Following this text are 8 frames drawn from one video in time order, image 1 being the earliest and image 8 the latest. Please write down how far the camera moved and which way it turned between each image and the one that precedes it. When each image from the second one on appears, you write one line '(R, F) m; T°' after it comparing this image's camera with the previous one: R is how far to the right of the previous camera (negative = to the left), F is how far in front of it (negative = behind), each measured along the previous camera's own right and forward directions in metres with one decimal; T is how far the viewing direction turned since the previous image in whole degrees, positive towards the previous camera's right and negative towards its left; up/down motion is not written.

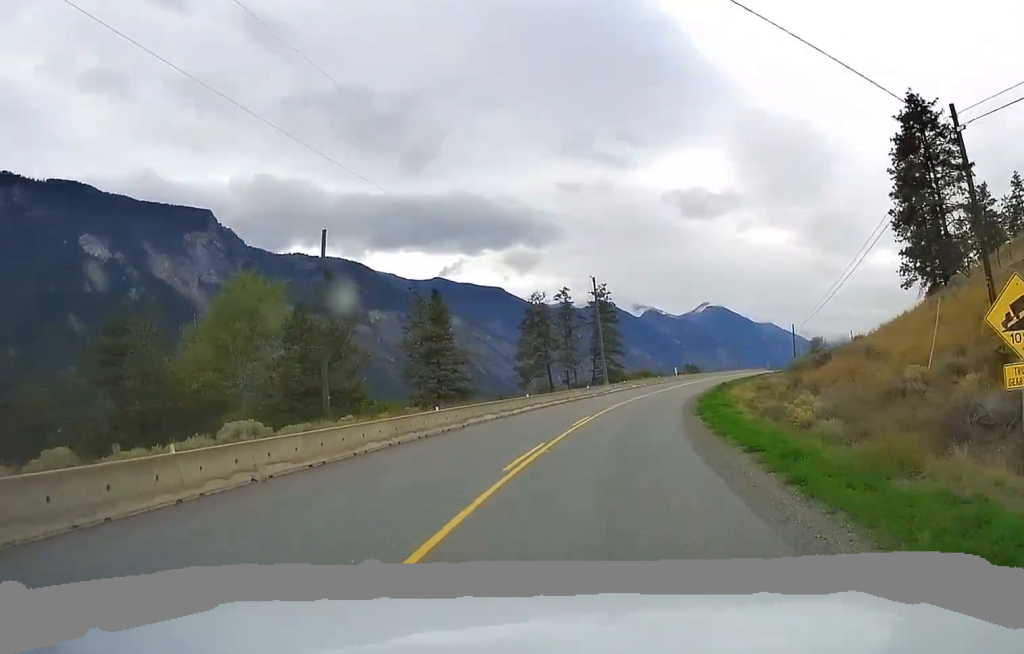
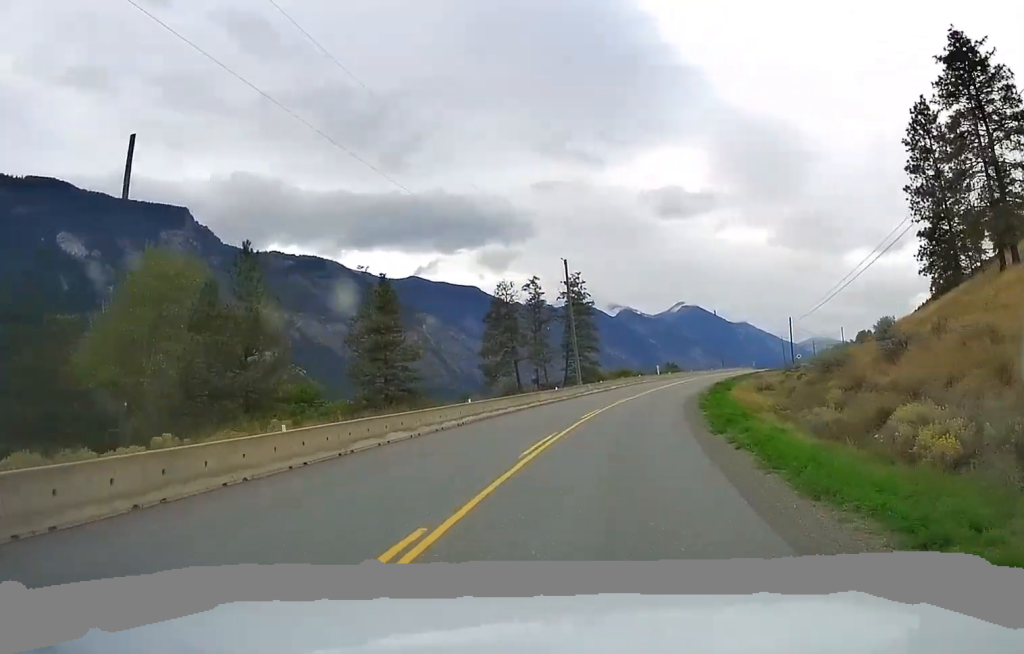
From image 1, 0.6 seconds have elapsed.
(+0.4, +11.0) m; +2°
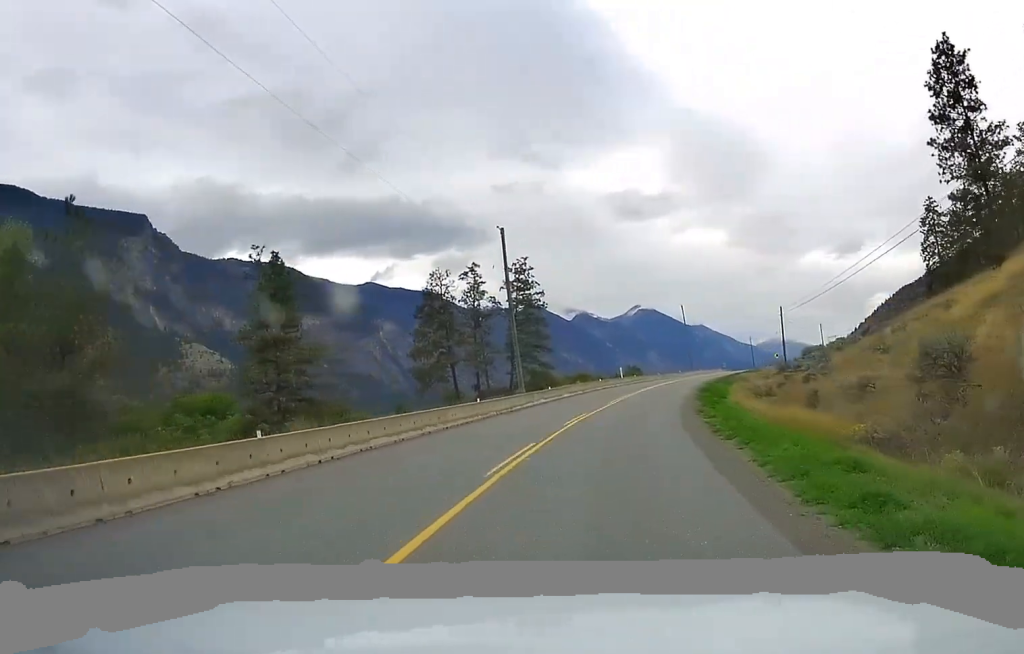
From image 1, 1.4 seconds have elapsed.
(+0.2, +15.5) m; +1°
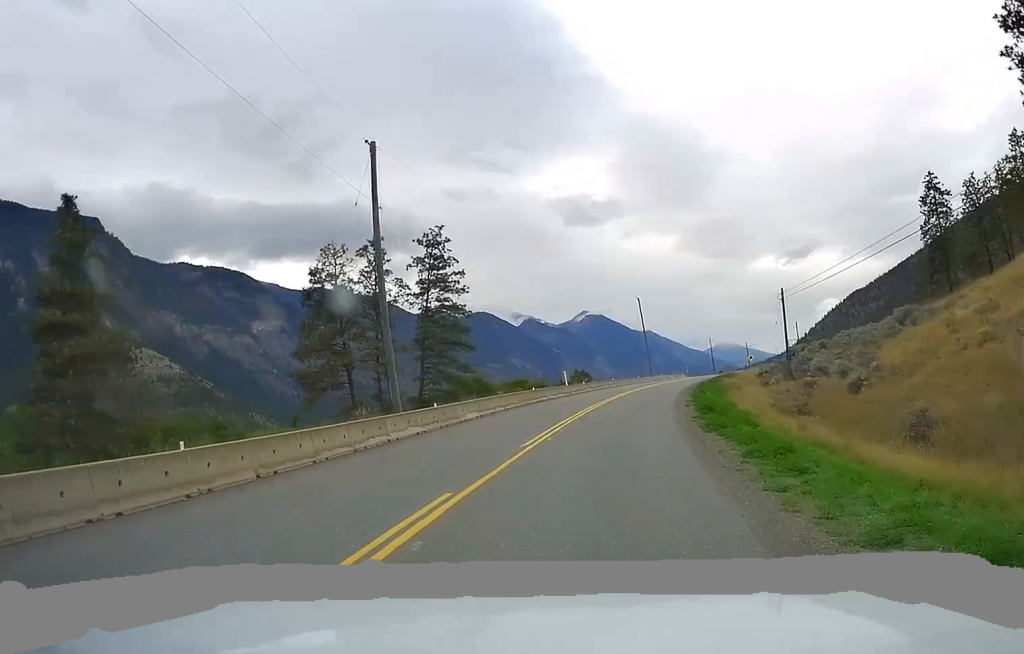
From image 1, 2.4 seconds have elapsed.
(+0.1, +19.5) m; +3°
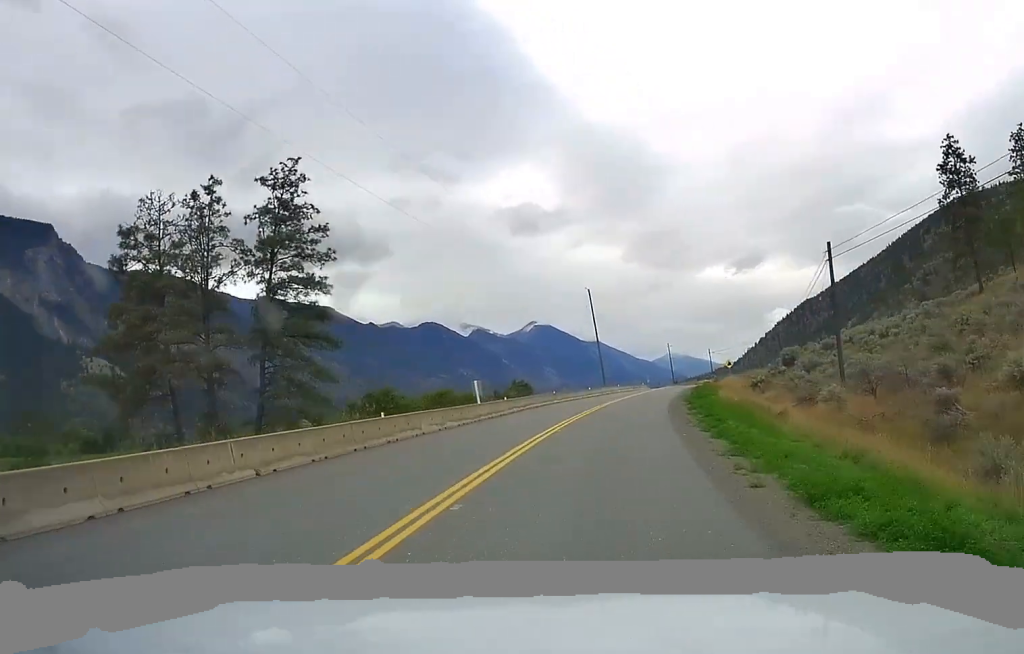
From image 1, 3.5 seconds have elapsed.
(+1.1, +21.8) m; +5°
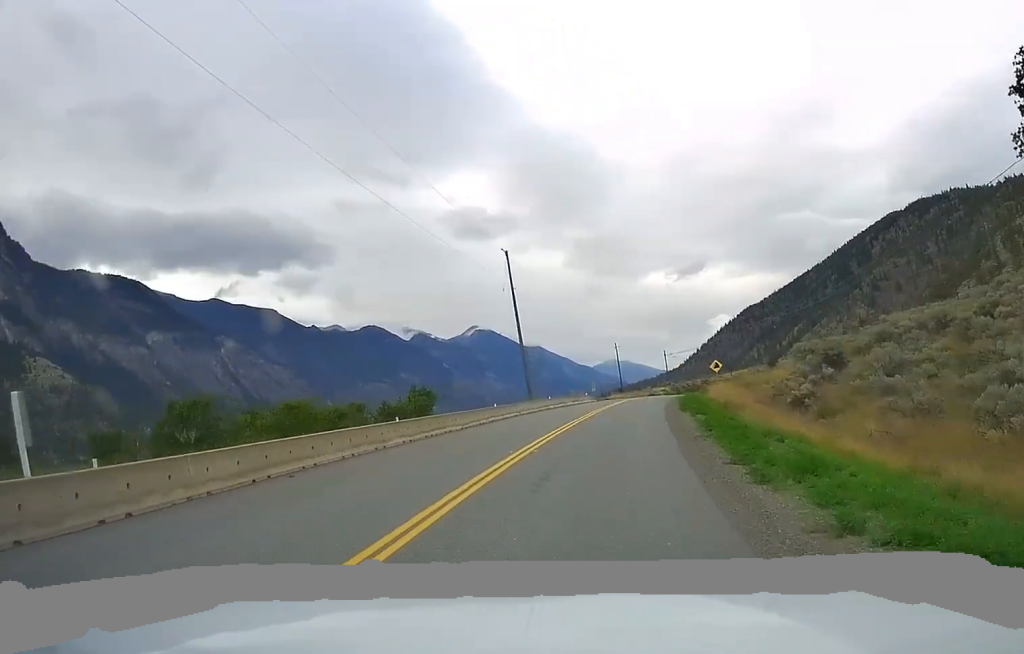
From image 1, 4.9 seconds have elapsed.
(+1.4, +28.8) m; +5°
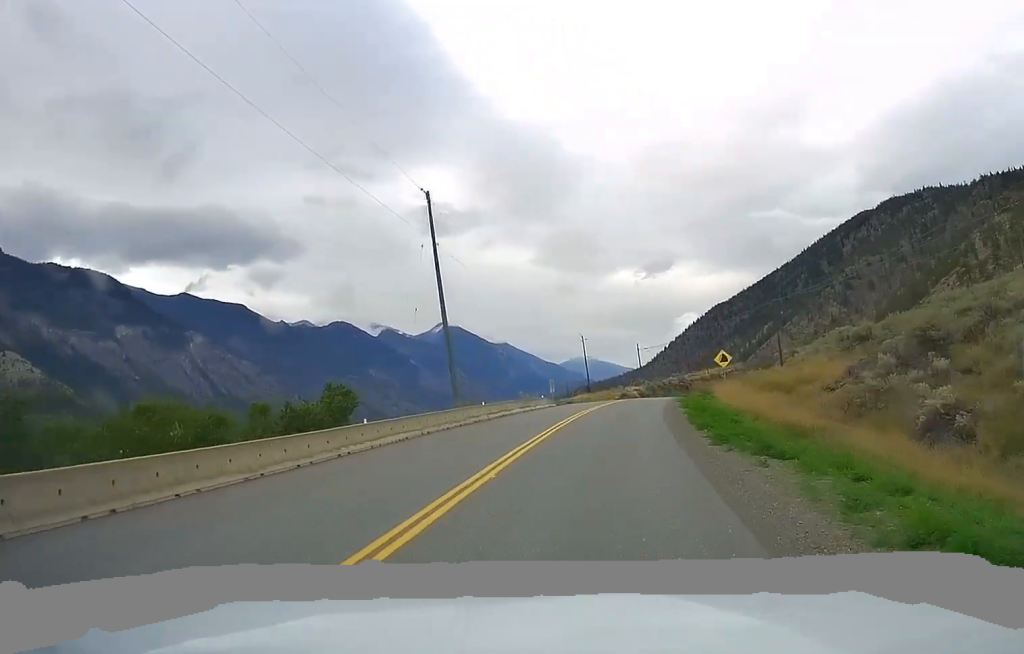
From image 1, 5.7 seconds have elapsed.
(+0.6, +17.0) m; +2°
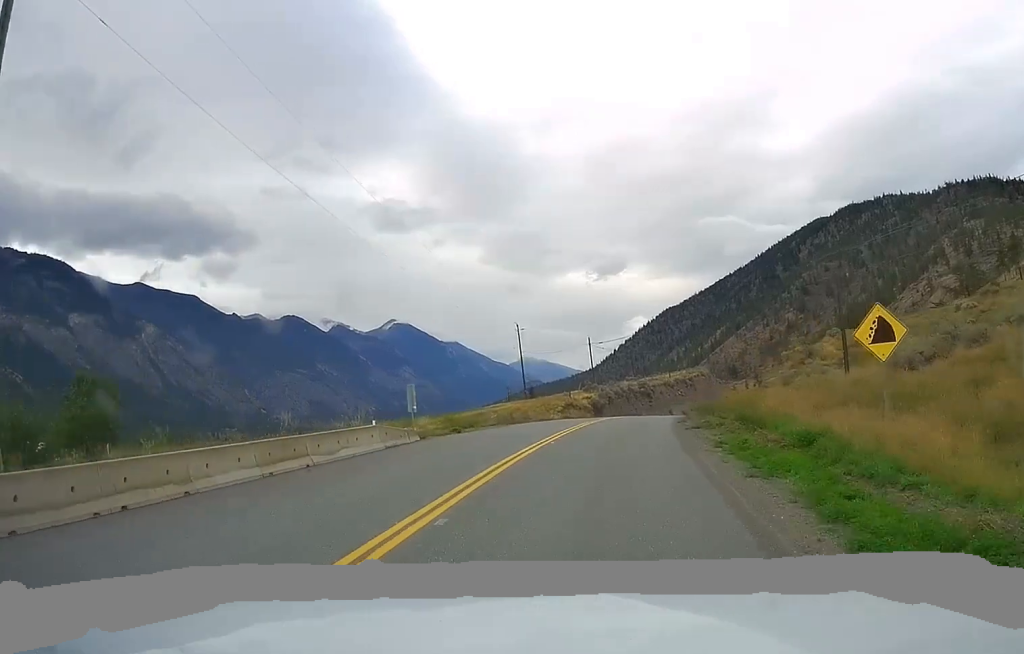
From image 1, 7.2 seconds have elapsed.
(+0.5, +29.7) m; +4°
